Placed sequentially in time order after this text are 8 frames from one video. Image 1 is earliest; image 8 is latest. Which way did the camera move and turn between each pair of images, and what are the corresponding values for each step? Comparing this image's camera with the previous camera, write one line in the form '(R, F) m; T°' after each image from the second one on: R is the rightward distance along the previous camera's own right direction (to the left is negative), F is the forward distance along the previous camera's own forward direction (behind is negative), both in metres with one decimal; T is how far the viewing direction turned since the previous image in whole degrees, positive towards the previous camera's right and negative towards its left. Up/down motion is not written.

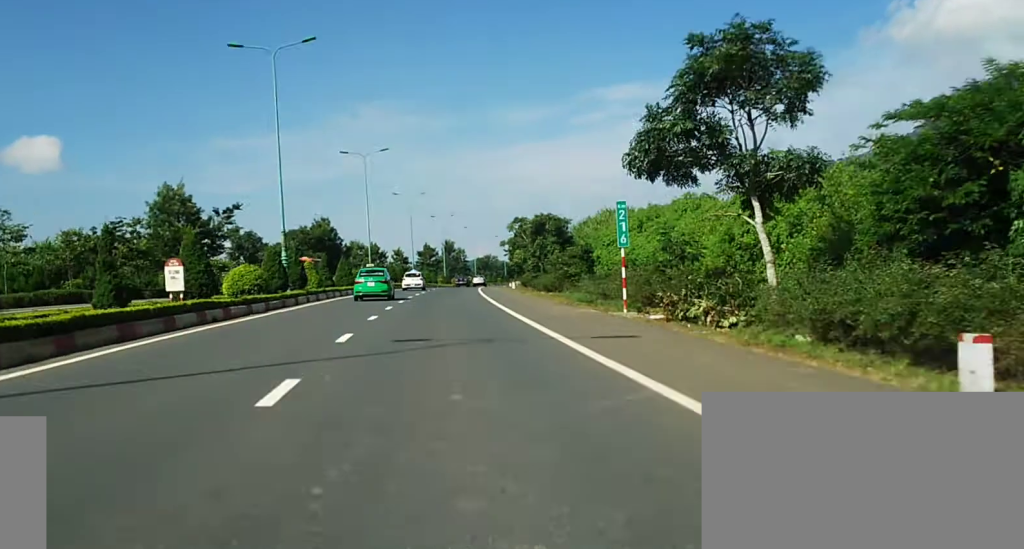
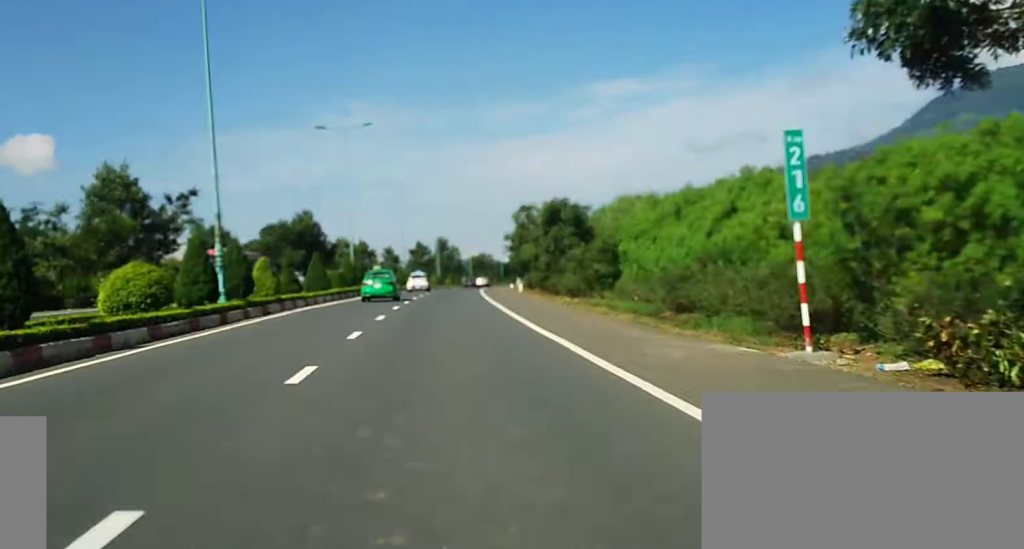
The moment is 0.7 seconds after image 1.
(+0.1, +13.8) m; 0°
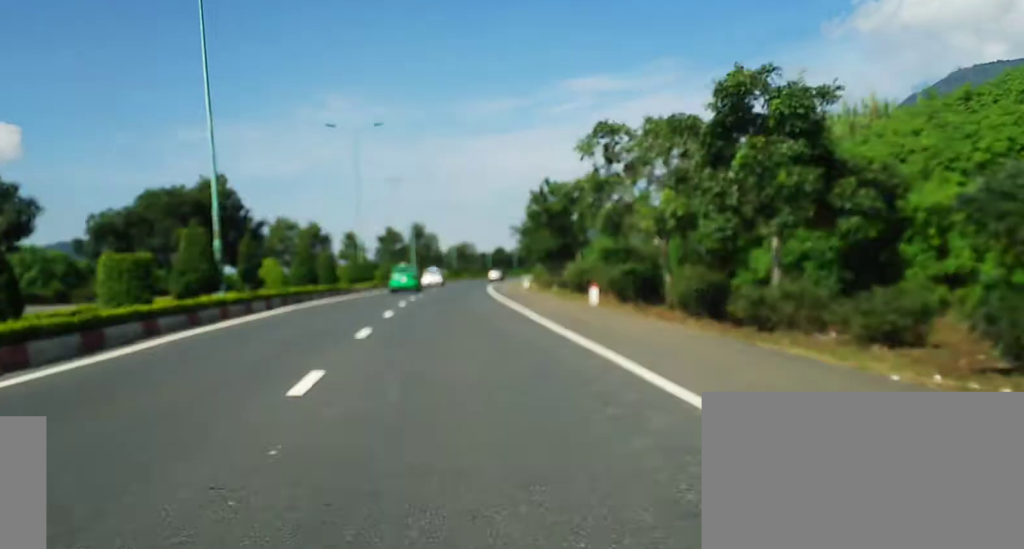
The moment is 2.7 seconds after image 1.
(+0.6, +41.7) m; +2°
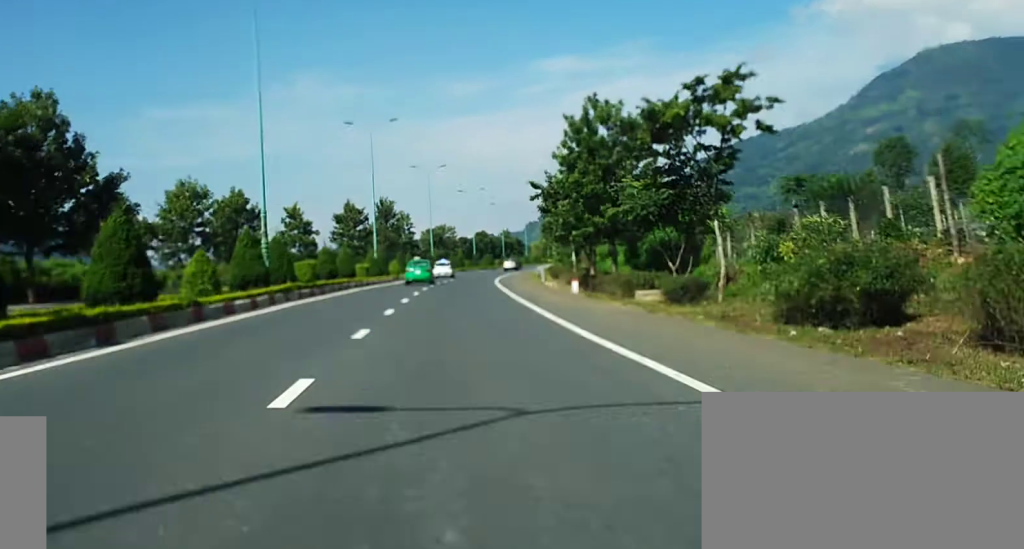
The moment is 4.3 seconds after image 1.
(+0.5, +33.5) m; +1°
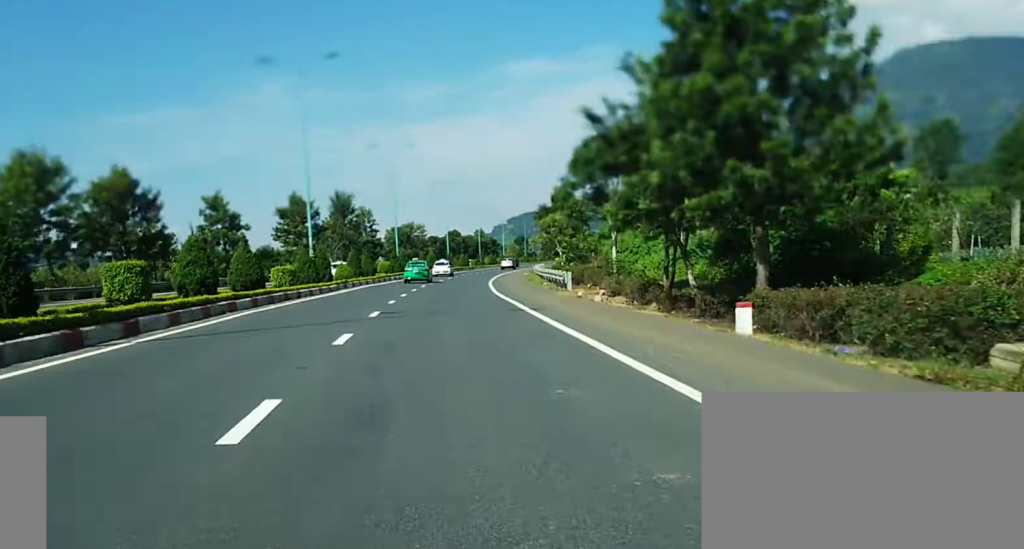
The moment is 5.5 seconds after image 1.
(+0.4, +25.3) m; +3°
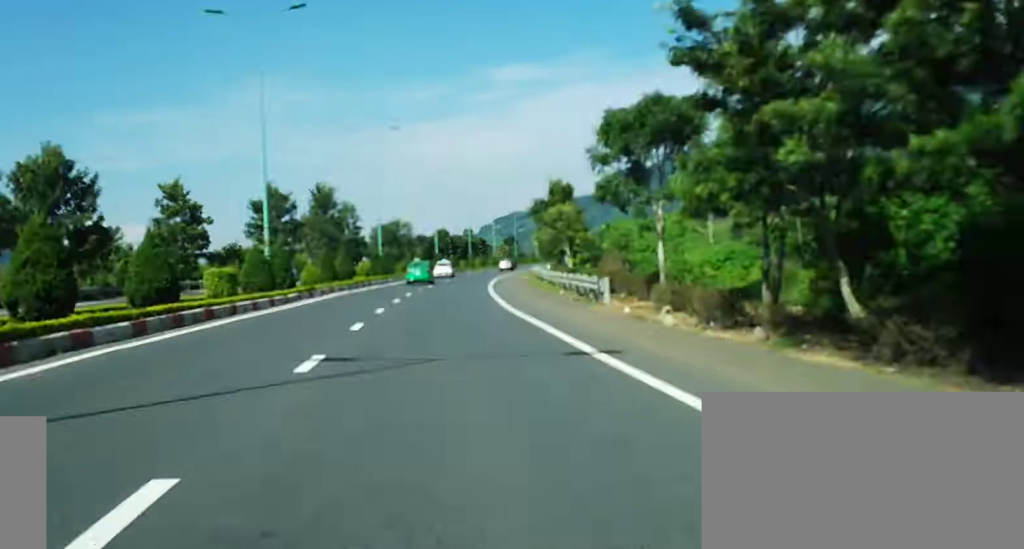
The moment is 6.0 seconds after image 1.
(+0.3, +11.3) m; +1°
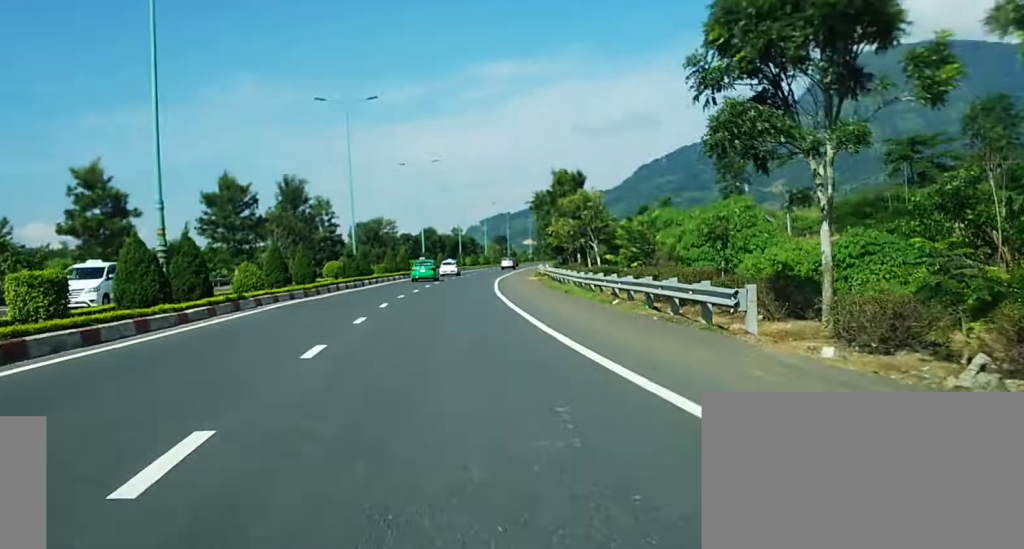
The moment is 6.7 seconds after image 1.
(+0.1, +14.2) m; 0°
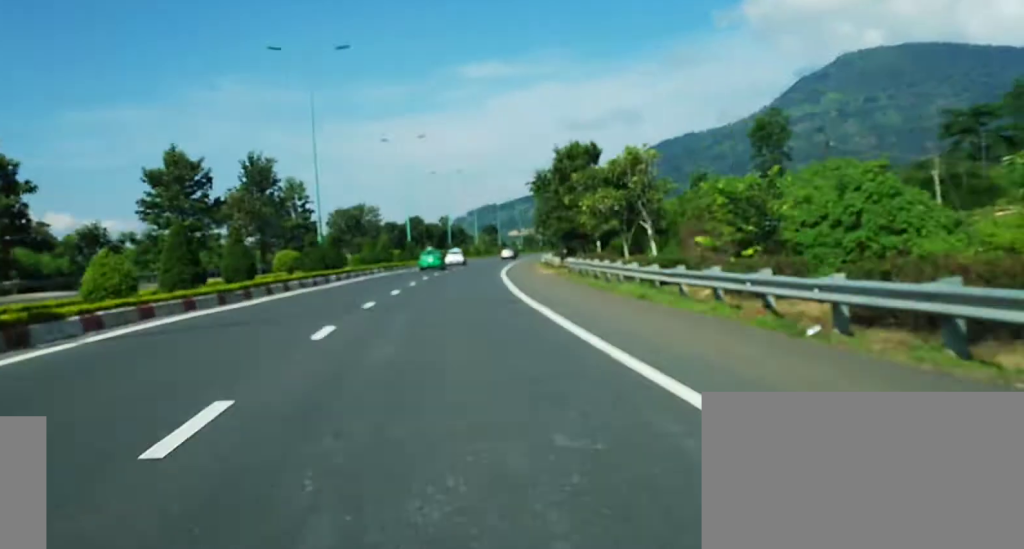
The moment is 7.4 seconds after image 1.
(0.0, +14.3) m; 0°
